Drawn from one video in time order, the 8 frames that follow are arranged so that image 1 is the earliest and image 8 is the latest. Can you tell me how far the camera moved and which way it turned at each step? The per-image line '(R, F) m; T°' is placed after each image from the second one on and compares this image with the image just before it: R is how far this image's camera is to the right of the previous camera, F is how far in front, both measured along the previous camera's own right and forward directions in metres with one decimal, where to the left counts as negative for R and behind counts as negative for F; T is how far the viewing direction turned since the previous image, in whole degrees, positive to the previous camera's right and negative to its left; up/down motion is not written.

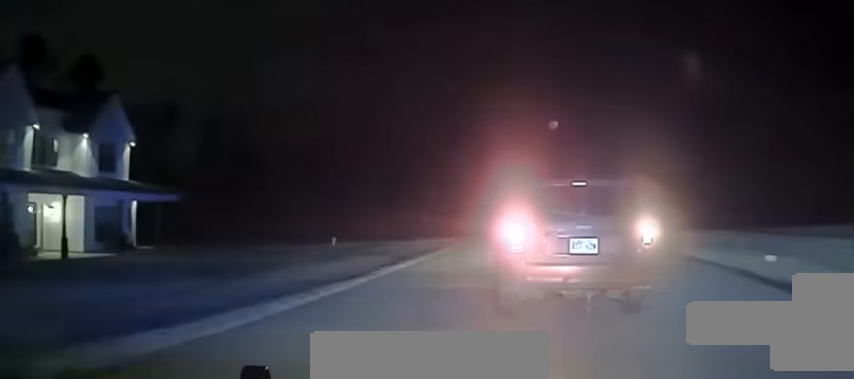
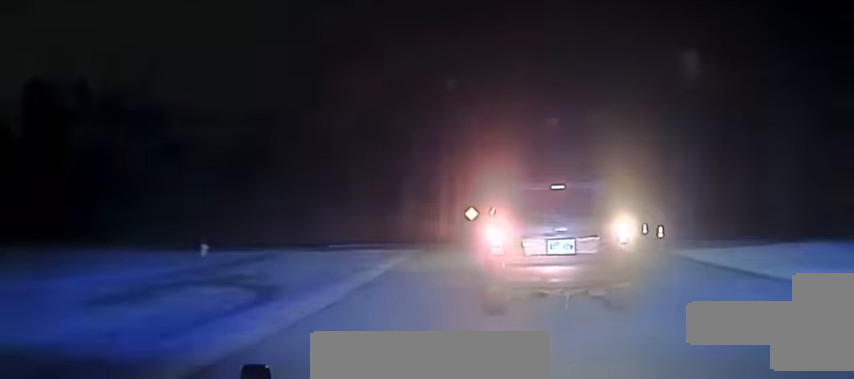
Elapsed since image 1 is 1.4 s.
(-0.2, +16.4) m; +1°
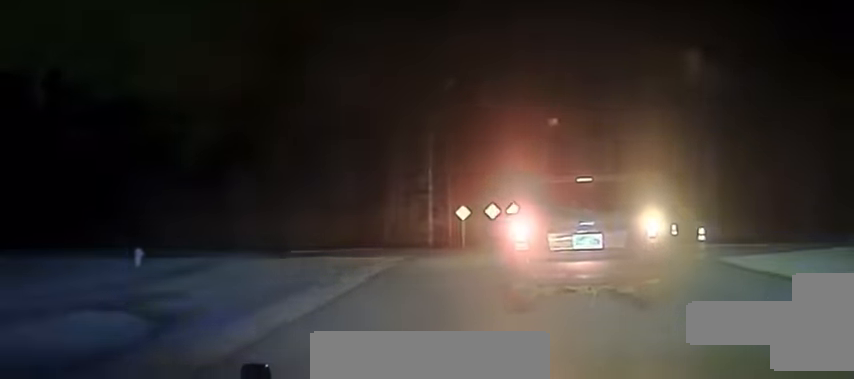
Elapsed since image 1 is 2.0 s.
(+0.1, +5.5) m; +1°
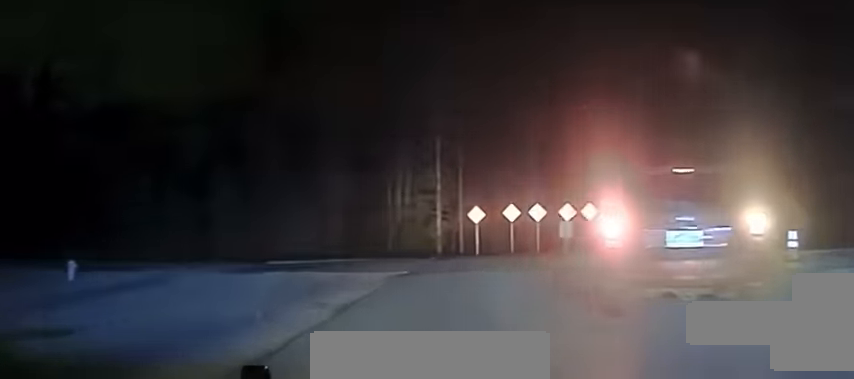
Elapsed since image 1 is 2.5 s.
(0.0, +4.7) m; 0°
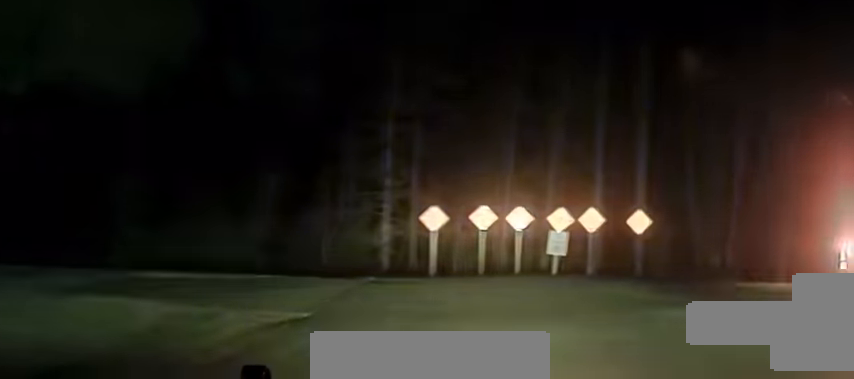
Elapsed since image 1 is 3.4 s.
(0.0, +7.3) m; +12°
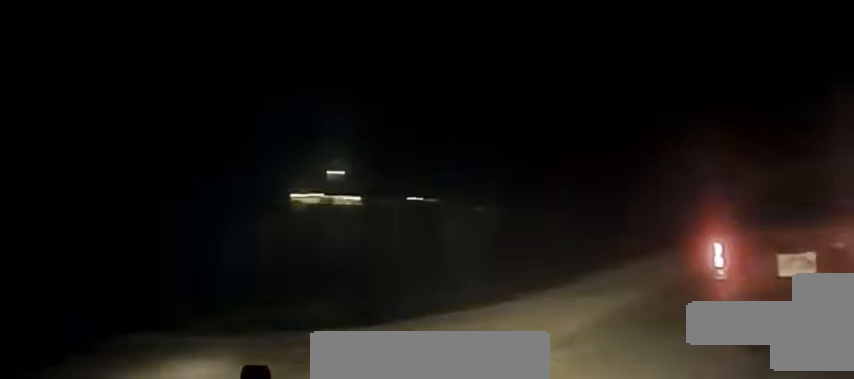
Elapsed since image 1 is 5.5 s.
(+5.6, +10.7) m; +68°
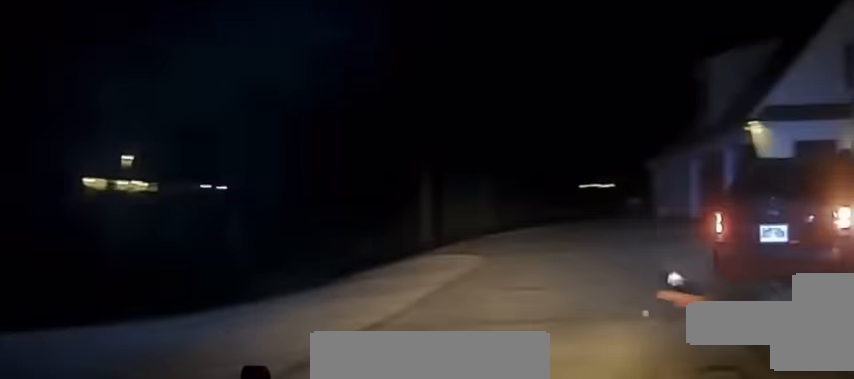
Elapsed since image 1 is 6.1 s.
(+0.4, +2.0) m; +26°
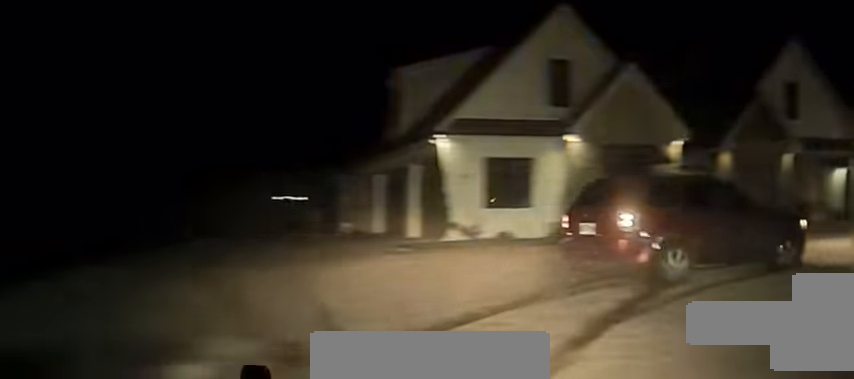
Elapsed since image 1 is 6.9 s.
(+0.9, +2.4) m; +38°
